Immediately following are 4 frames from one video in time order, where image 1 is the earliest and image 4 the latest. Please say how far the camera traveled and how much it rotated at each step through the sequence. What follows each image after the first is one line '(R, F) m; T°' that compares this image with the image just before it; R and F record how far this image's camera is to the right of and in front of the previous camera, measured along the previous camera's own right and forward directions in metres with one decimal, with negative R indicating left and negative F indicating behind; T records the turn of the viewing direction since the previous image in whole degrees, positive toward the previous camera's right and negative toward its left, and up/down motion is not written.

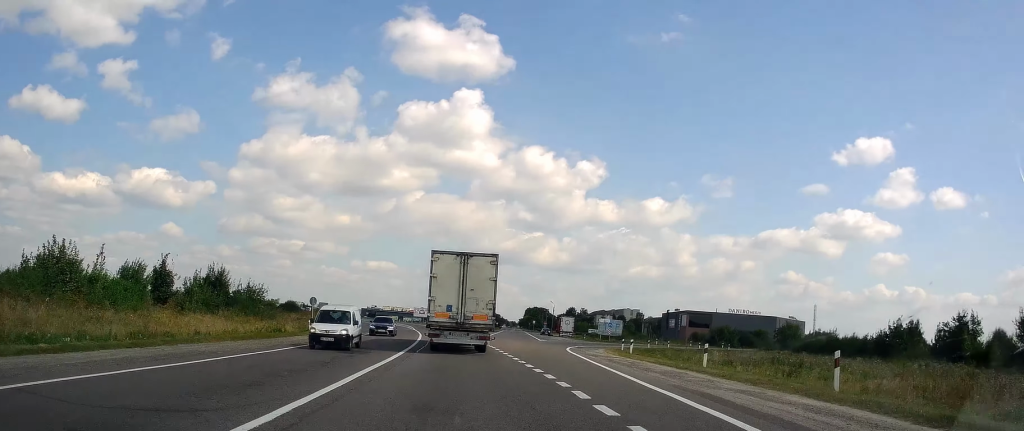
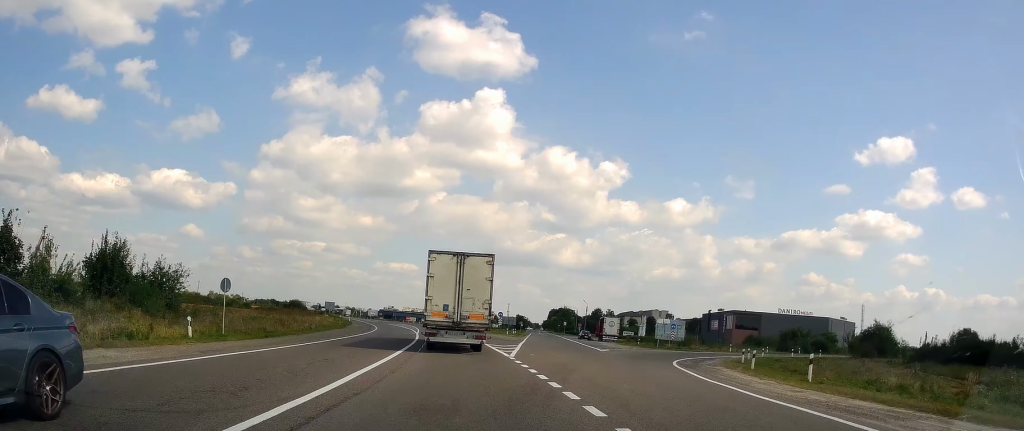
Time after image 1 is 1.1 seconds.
(-0.3, +21.5) m; -2°
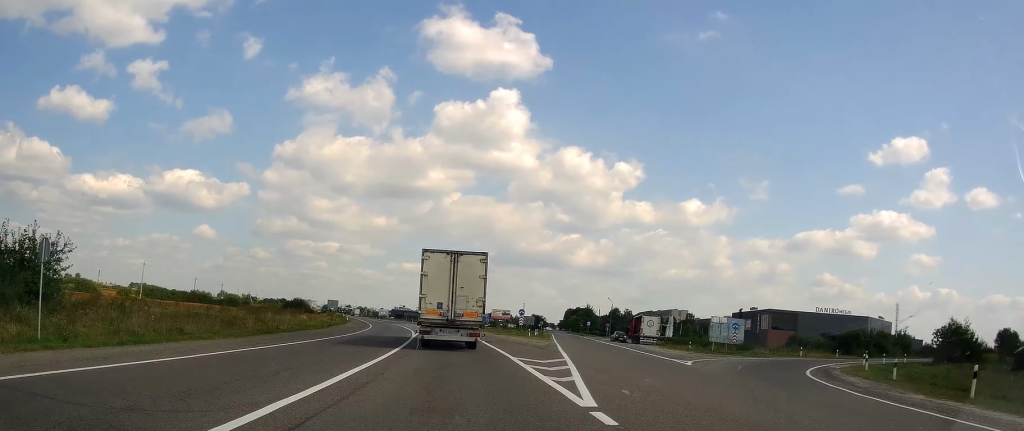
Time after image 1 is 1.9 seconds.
(-0.2, +15.2) m; -1°
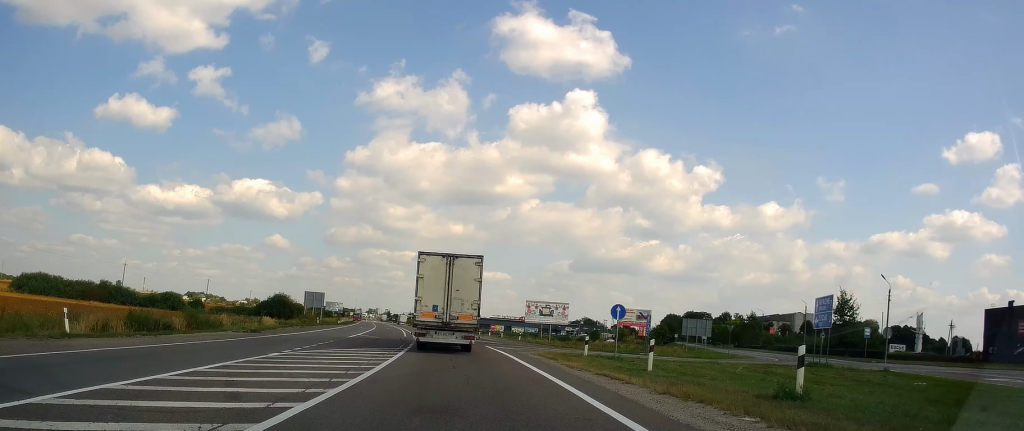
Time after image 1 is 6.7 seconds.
(-7.2, +91.4) m; -8°
